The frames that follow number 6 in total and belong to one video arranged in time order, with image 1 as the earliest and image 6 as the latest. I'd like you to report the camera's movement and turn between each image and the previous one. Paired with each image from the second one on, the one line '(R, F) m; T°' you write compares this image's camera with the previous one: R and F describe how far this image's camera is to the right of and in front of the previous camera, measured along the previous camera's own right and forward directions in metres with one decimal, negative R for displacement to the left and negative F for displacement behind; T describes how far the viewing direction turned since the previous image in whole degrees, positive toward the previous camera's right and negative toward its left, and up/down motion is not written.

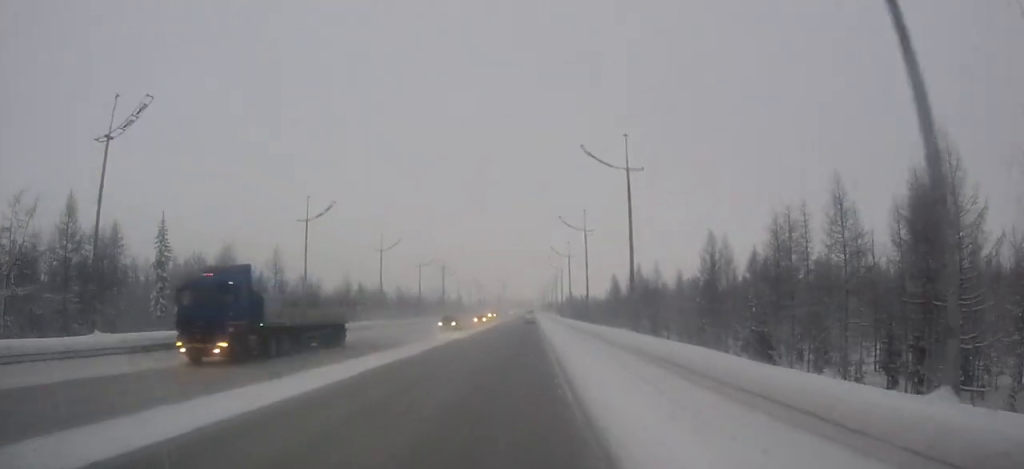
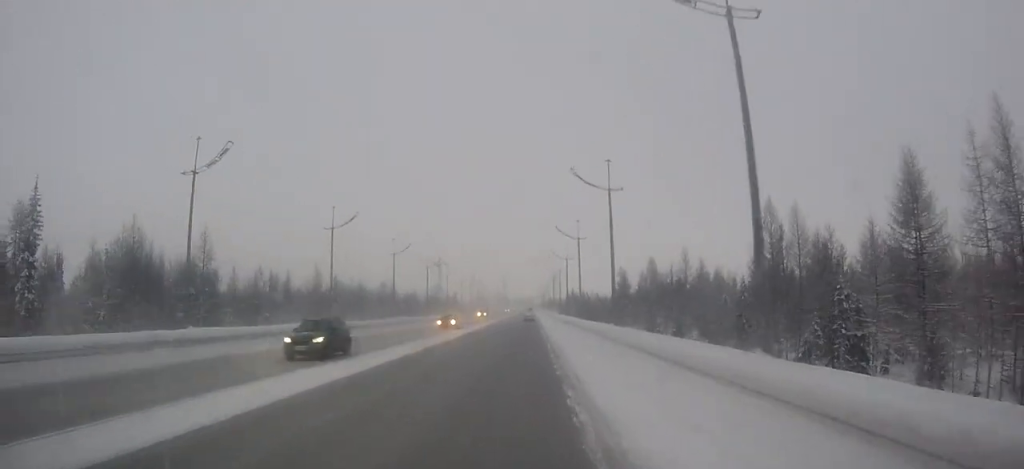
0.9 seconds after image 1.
(0.0, +17.4) m; 0°
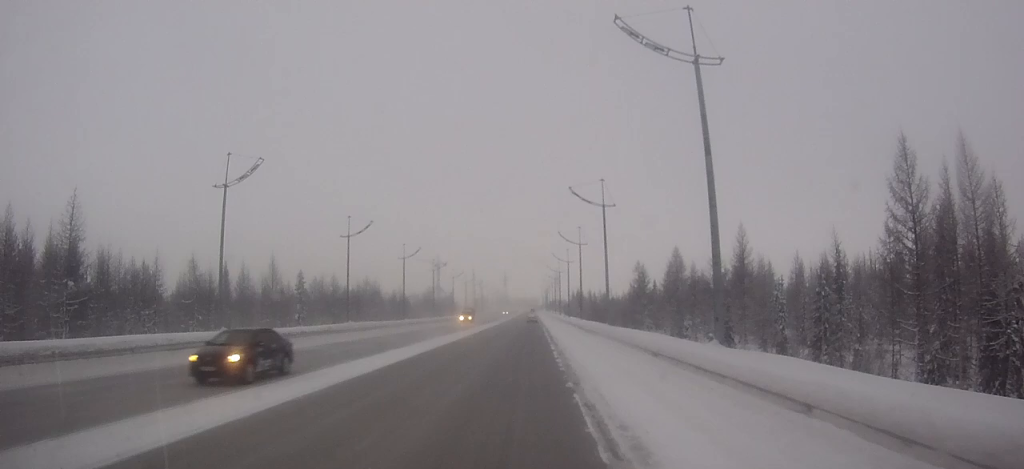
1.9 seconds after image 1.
(0.0, +20.3) m; 0°
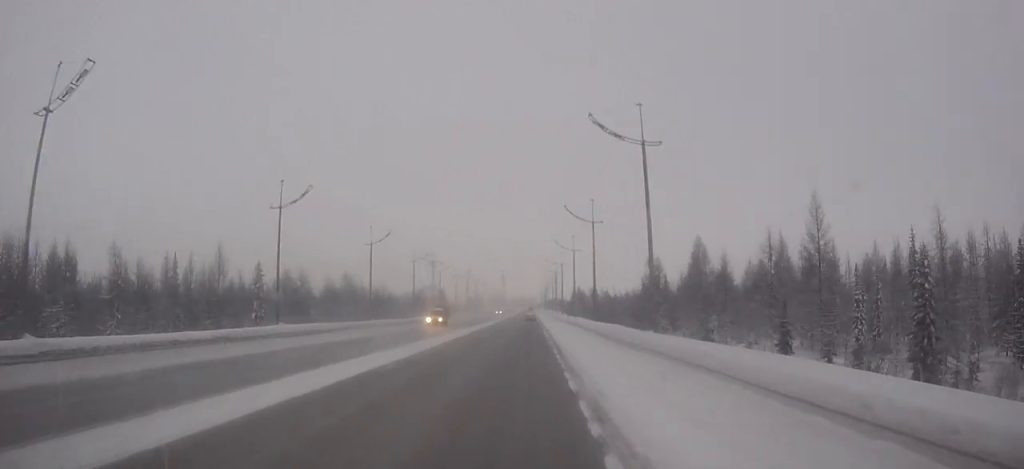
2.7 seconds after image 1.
(0.0, +16.1) m; 0°
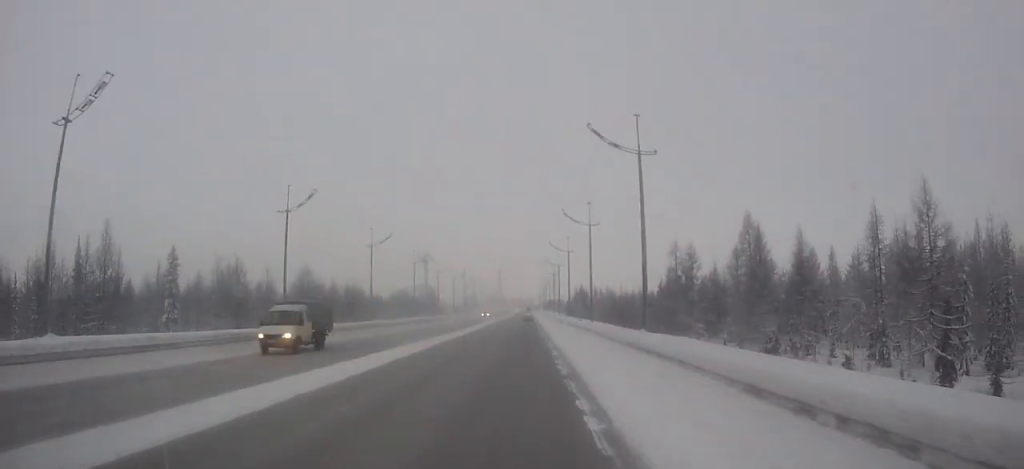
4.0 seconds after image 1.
(0.0, +23.3) m; 0°
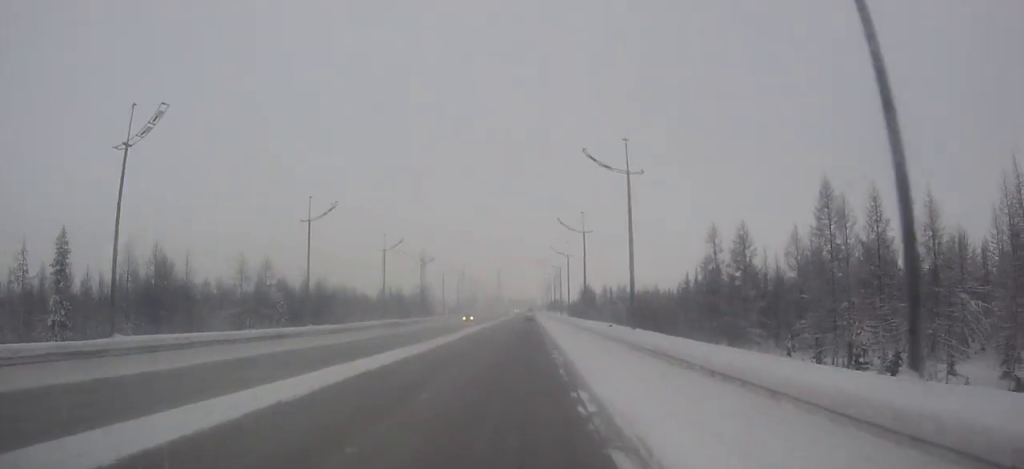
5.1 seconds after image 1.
(0.0, +20.3) m; 0°
